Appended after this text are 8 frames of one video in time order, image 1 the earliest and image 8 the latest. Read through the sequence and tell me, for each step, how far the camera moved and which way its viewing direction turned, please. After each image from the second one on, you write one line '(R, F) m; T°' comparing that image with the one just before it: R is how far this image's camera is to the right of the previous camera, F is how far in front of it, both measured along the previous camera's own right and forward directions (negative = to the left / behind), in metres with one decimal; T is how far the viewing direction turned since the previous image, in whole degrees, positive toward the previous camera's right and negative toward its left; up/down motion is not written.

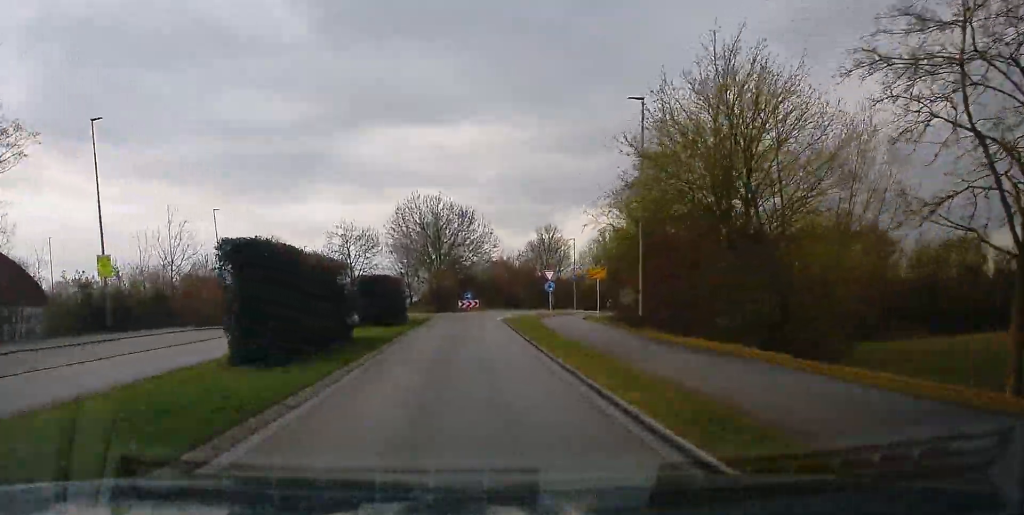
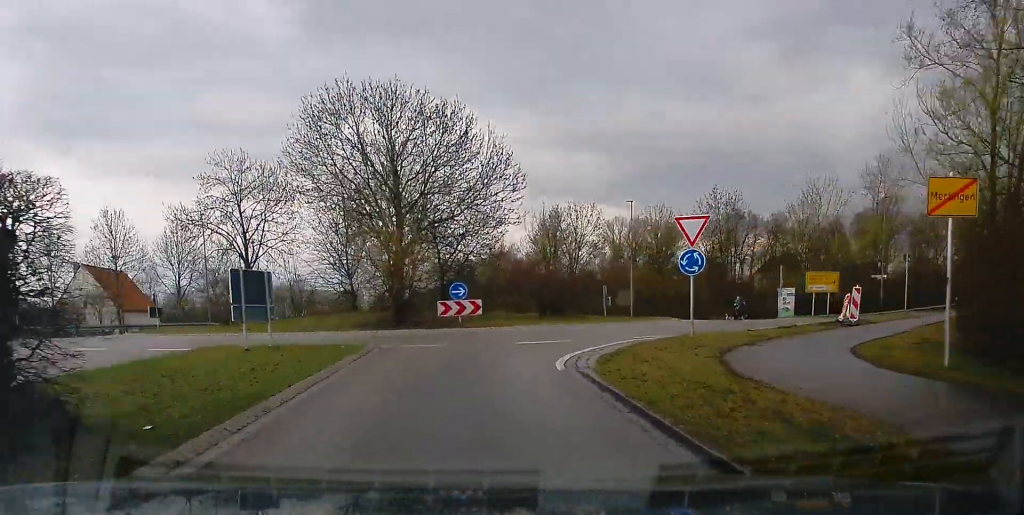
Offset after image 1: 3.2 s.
(0.0, +29.2) m; +6°
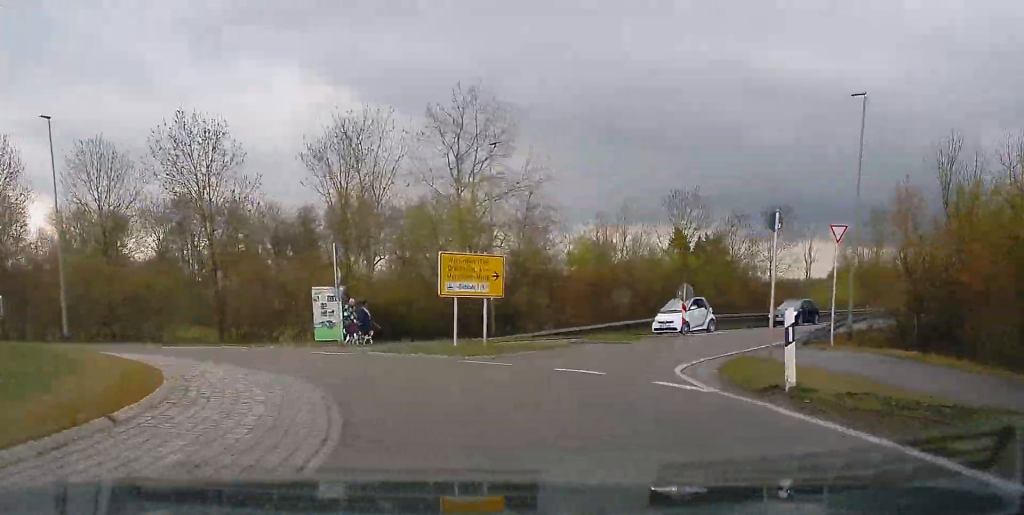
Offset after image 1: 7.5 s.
(+9.0, +27.6) m; +41°
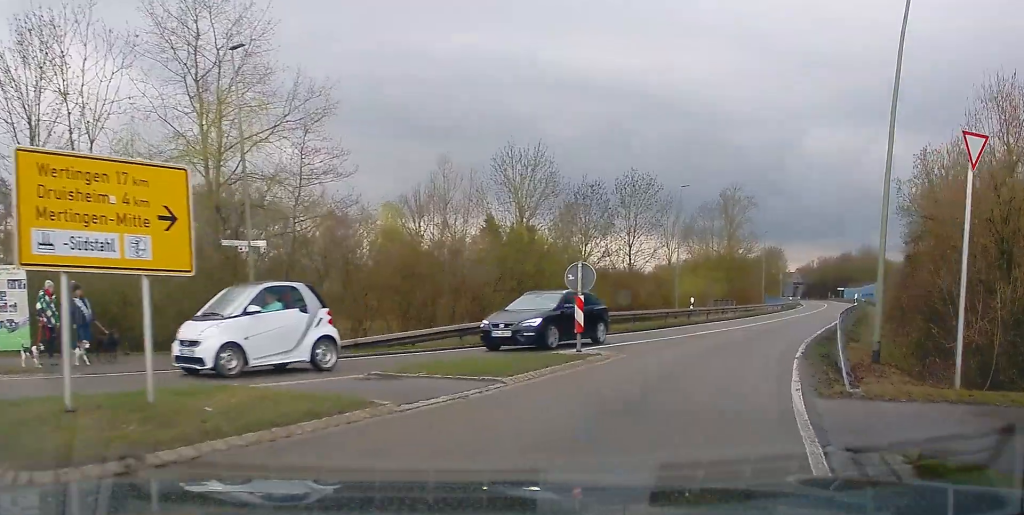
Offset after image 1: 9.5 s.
(+2.5, +13.6) m; +18°
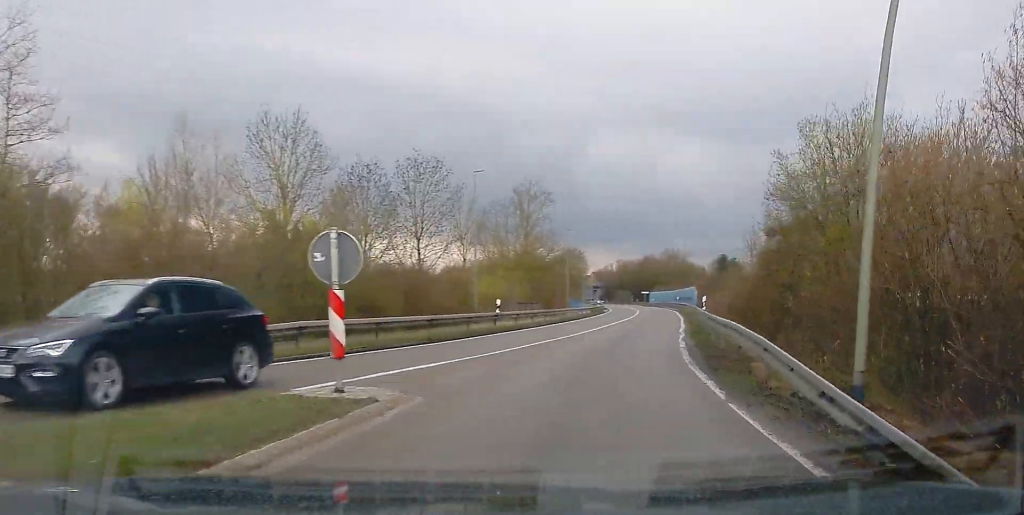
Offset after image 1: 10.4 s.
(+0.2, +7.5) m; +8°
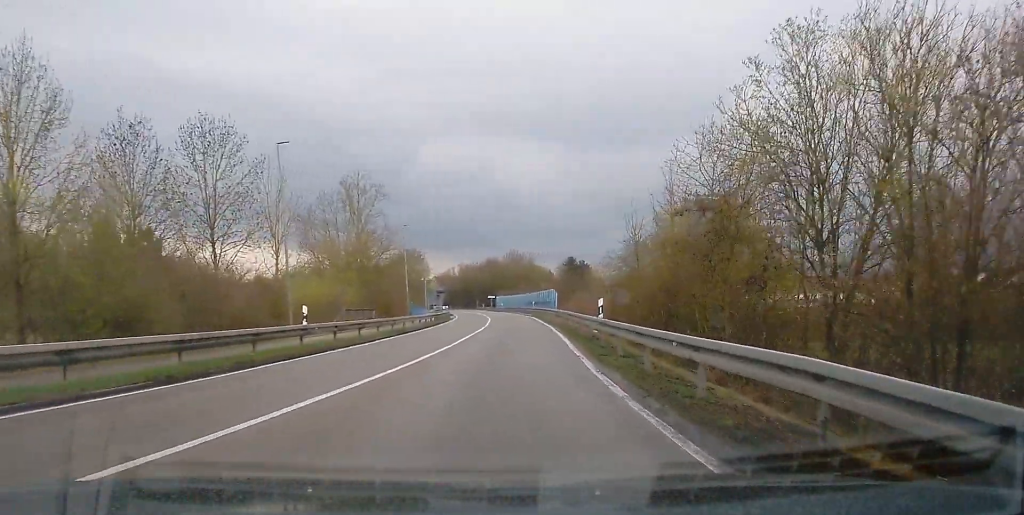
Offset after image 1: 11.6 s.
(+1.2, +10.7) m; +5°
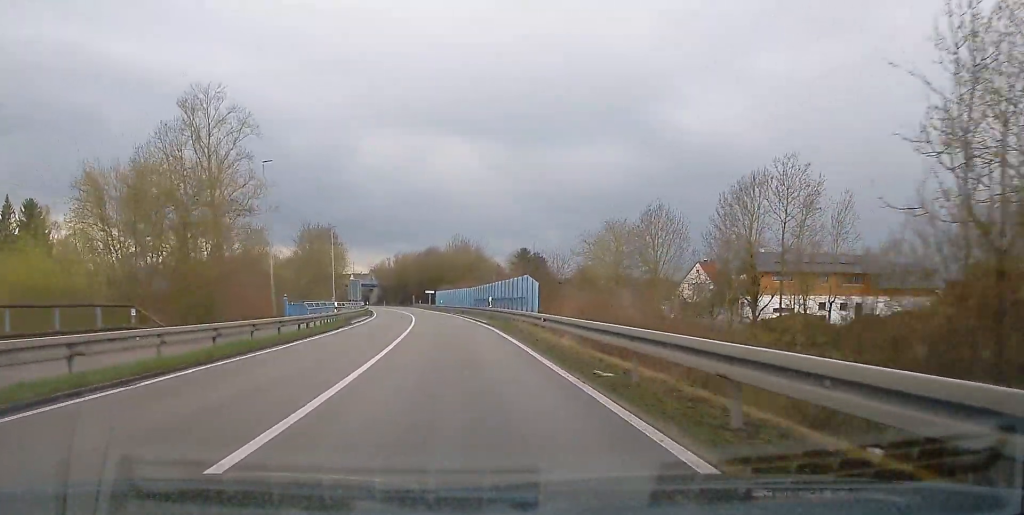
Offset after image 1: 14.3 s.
(+2.2, +28.9) m; +4°
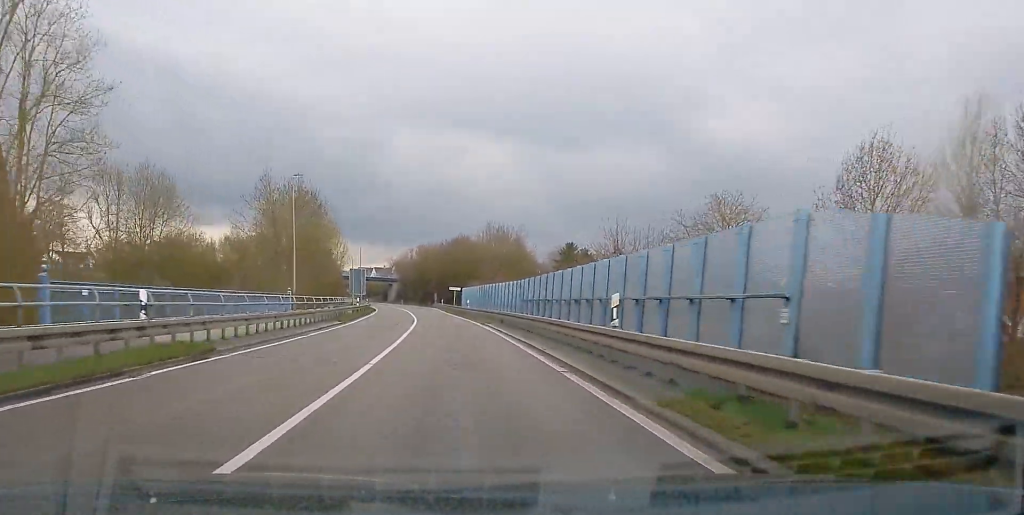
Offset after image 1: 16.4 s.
(-0.4, +29.6) m; -1°
